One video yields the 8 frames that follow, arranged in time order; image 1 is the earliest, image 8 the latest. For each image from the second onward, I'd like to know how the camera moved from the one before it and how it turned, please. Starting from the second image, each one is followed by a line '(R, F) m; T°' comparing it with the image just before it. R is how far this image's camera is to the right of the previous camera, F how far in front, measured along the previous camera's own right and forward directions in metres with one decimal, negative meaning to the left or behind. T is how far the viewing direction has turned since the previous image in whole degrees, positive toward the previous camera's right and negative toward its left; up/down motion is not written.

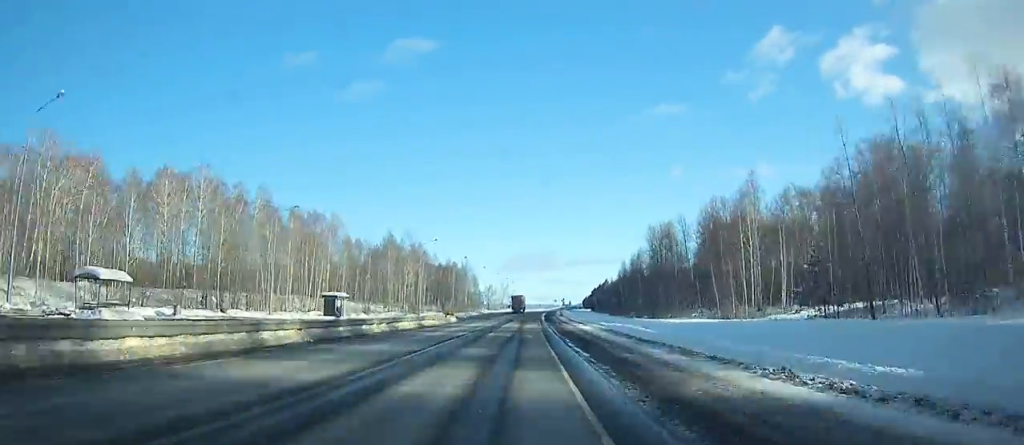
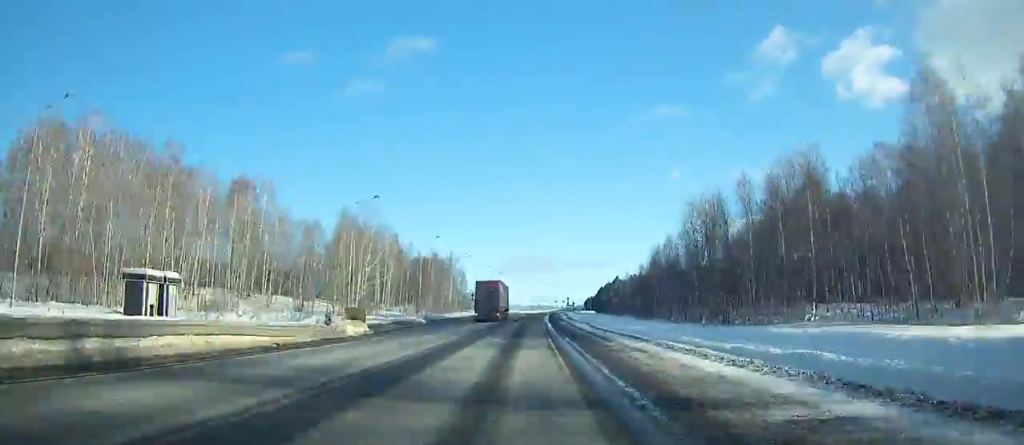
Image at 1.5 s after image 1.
(+0.1, +32.5) m; 0°
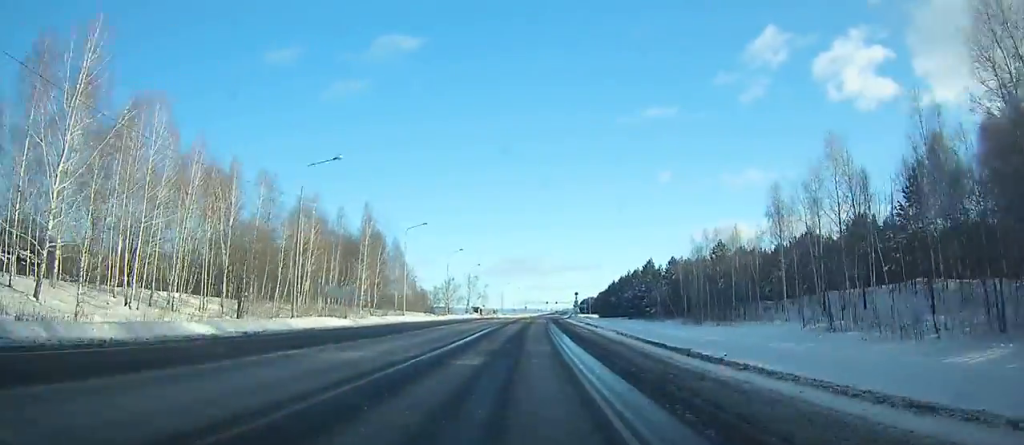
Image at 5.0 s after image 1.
(+0.5, +74.5) m; +1°
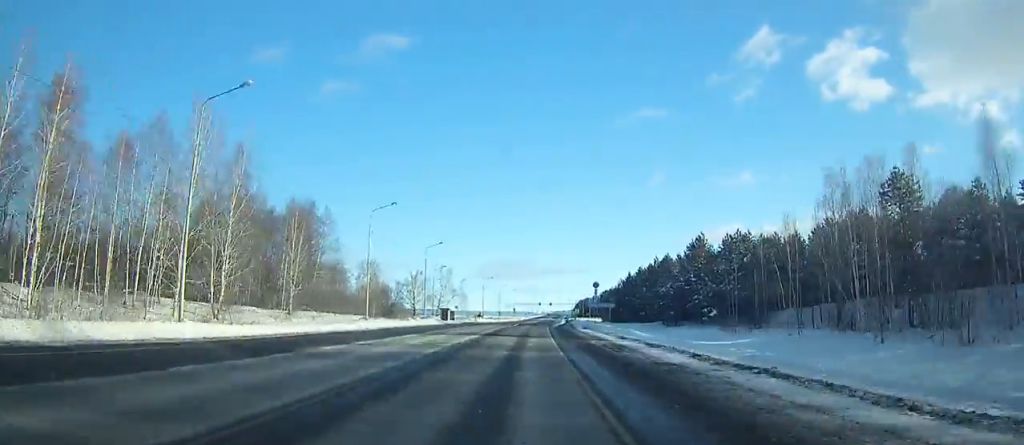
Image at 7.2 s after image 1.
(+0.4, +43.9) m; +1°
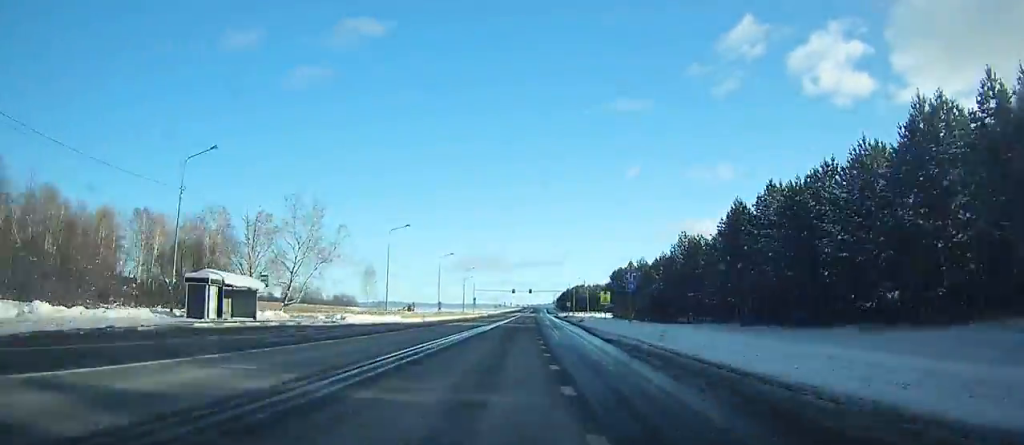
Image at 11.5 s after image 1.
(+1.4, +78.9) m; +2°
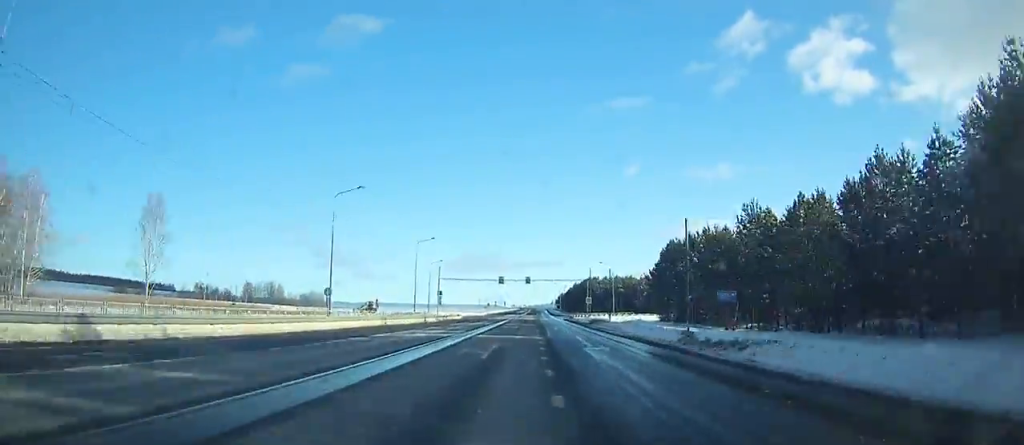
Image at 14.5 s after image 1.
(+0.4, +53.5) m; +1°
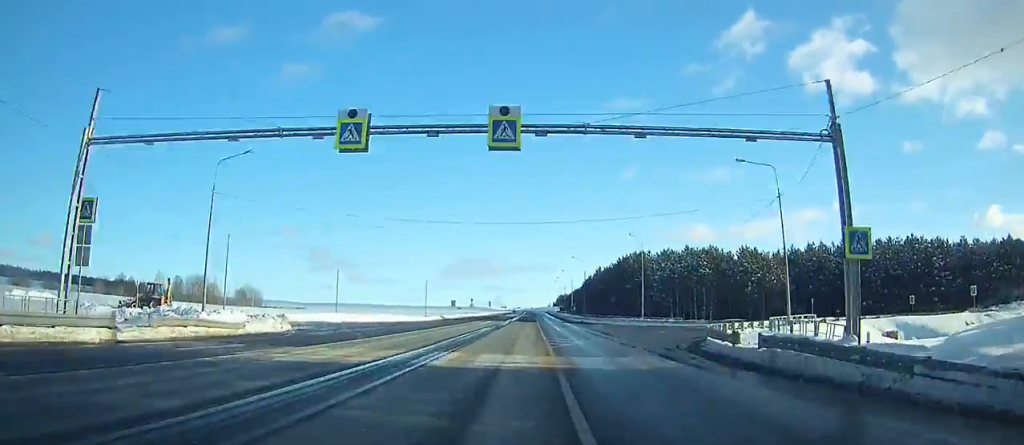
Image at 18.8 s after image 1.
(+0.3, +80.5) m; 0°
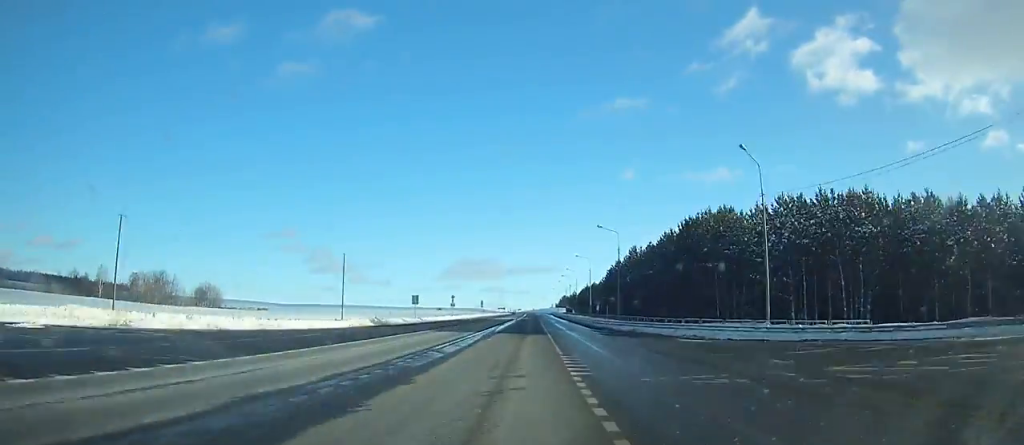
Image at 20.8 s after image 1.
(0.0, +39.1) m; 0°
